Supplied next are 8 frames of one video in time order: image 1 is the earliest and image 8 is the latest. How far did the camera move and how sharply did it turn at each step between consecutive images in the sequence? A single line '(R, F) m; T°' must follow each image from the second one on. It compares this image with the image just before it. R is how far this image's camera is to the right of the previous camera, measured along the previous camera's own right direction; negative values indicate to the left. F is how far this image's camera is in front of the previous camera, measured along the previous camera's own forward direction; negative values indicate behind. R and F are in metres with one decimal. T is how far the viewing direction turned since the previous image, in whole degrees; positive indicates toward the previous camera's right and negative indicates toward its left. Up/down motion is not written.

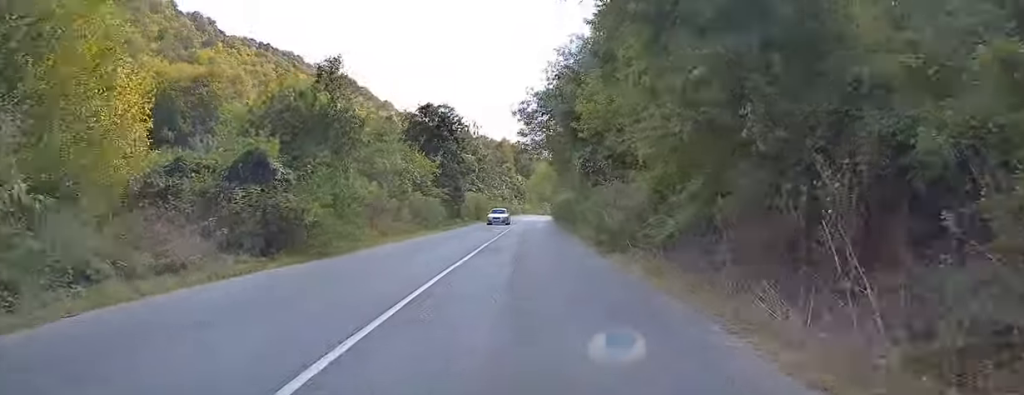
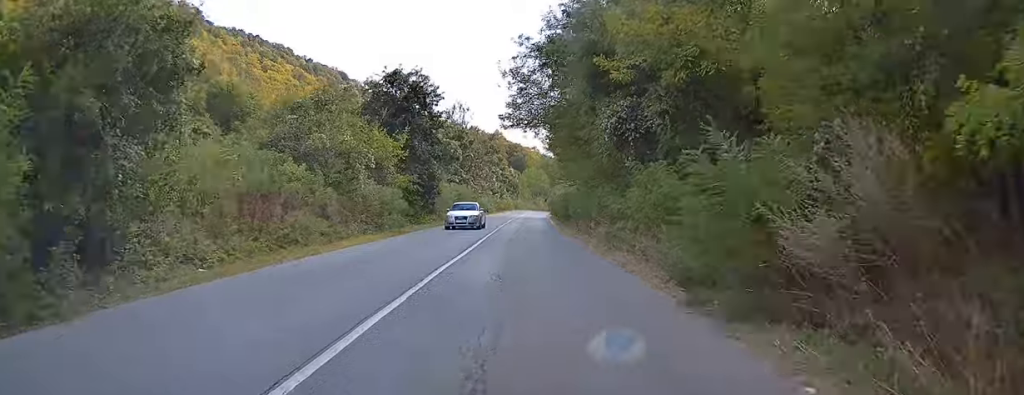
(+0.1, +11.7) m; 0°
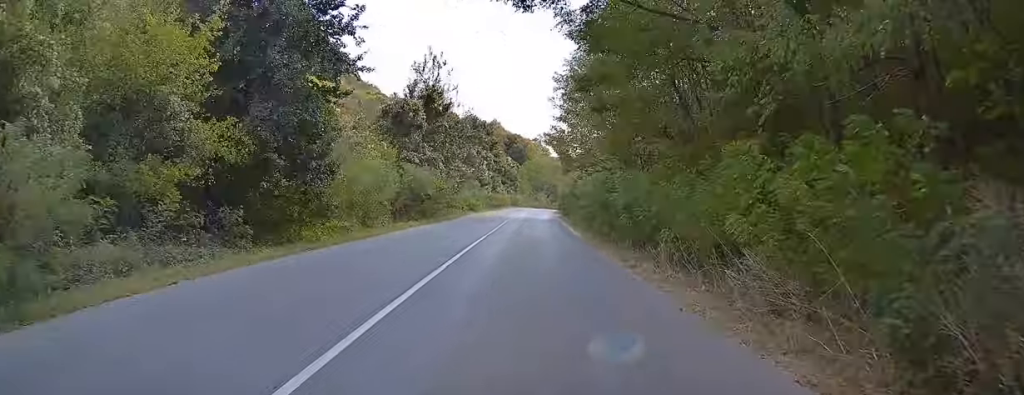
(+0.1, +23.3) m; 0°
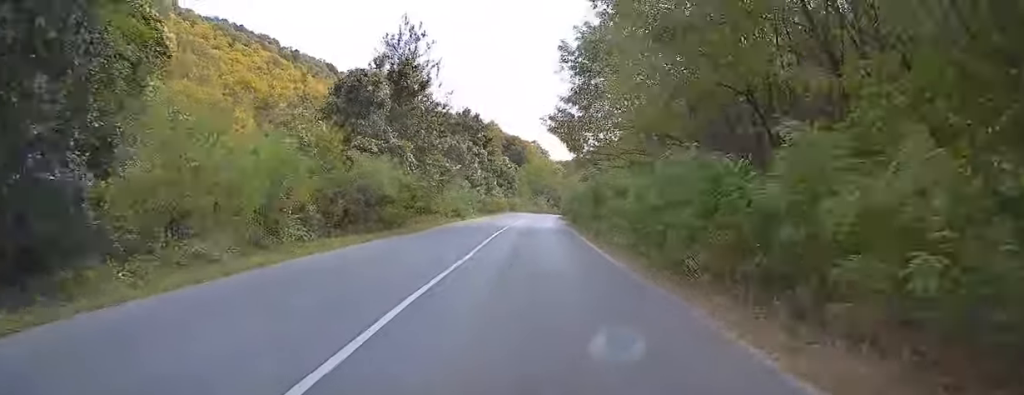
(0.0, +10.8) m; 0°
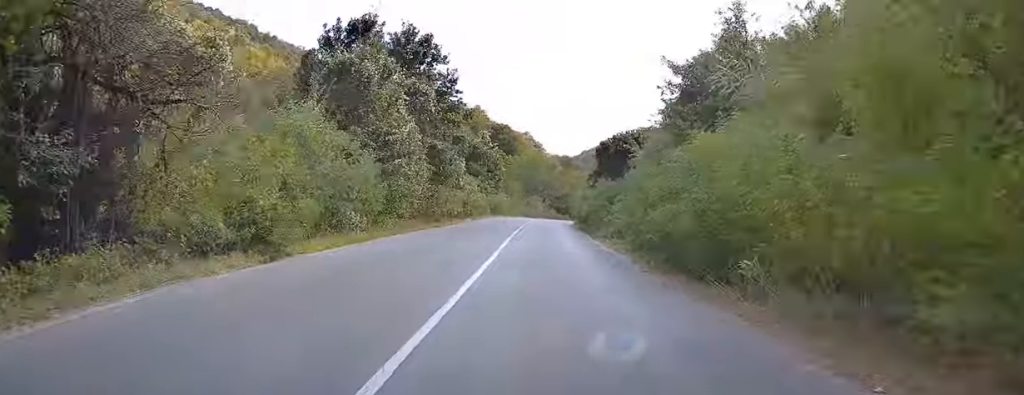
(+0.5, +35.1) m; +1°
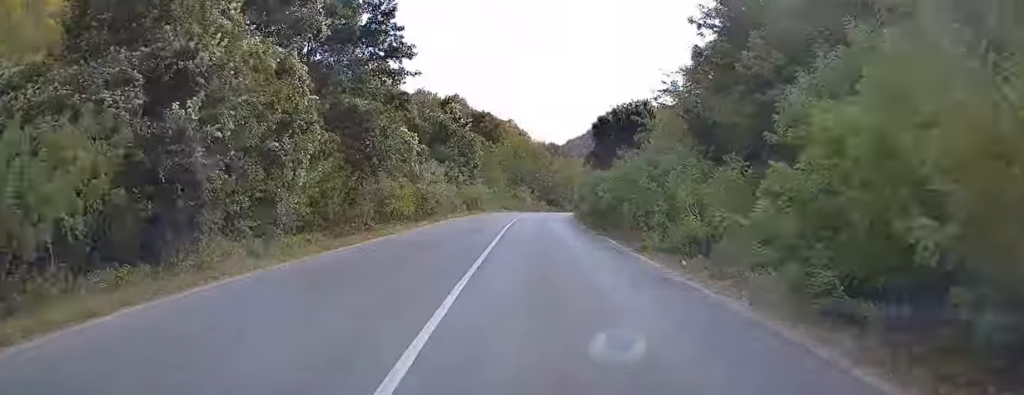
(-0.2, +14.7) m; 0°
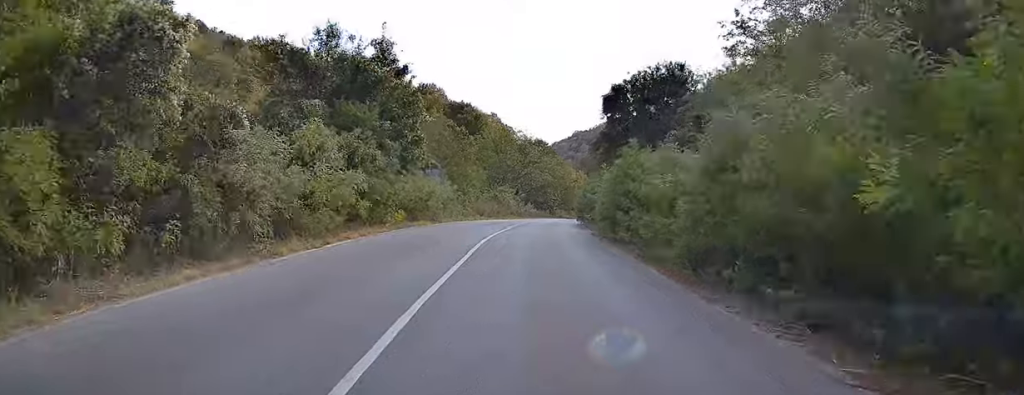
(+0.3, +21.4) m; +2°
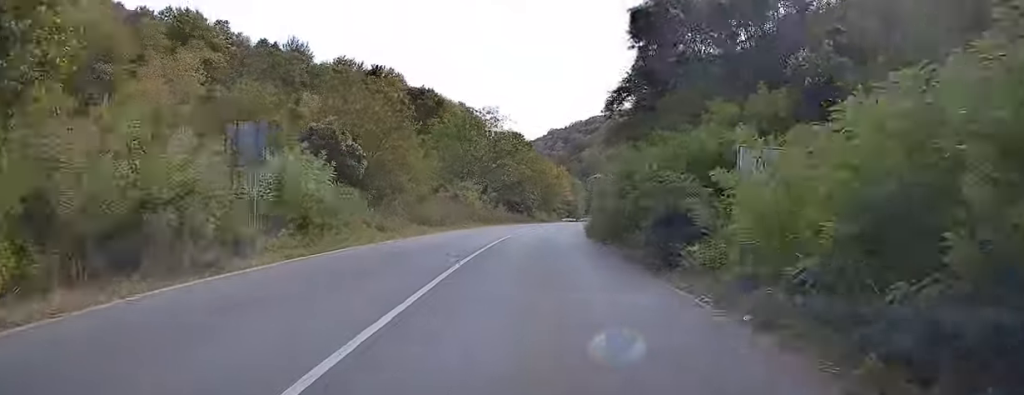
(+0.4, +23.6) m; +2°
